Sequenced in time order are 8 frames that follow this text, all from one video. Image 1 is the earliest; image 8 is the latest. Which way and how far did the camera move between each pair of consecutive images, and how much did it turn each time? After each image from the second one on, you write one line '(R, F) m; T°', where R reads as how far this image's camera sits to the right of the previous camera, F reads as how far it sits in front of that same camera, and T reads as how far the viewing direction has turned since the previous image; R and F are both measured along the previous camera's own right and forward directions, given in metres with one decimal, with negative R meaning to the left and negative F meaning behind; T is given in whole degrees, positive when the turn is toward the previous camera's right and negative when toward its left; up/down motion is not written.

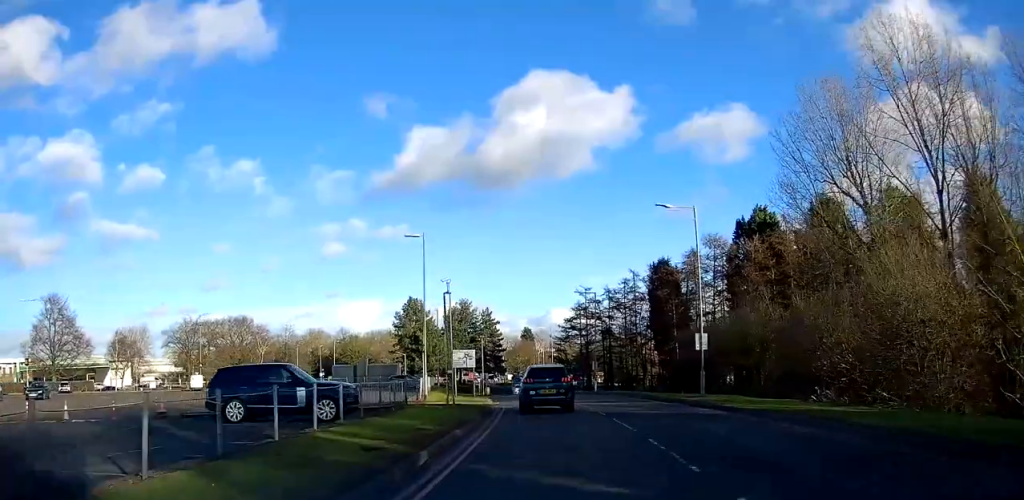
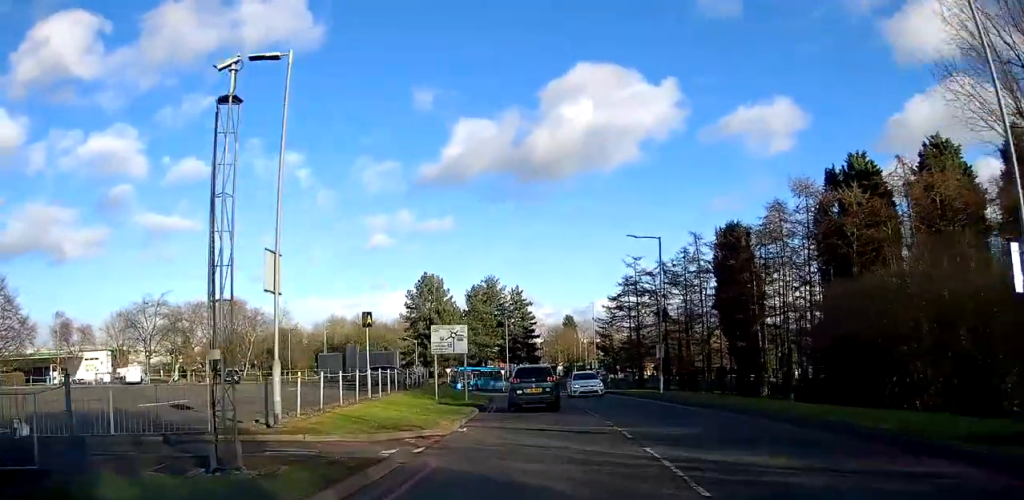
(-0.9, +20.1) m; -5°
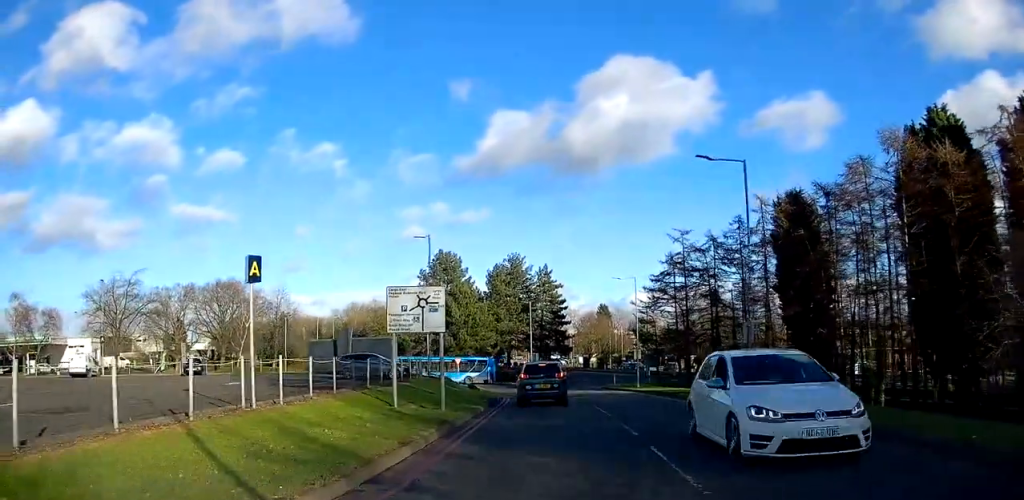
(-0.3, +12.4) m; -4°
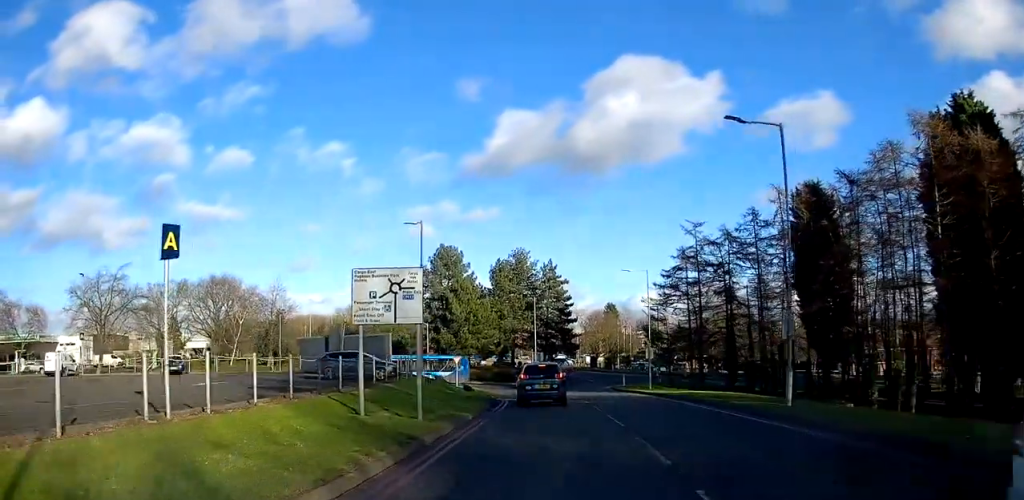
(-0.2, +3.9) m; -1°
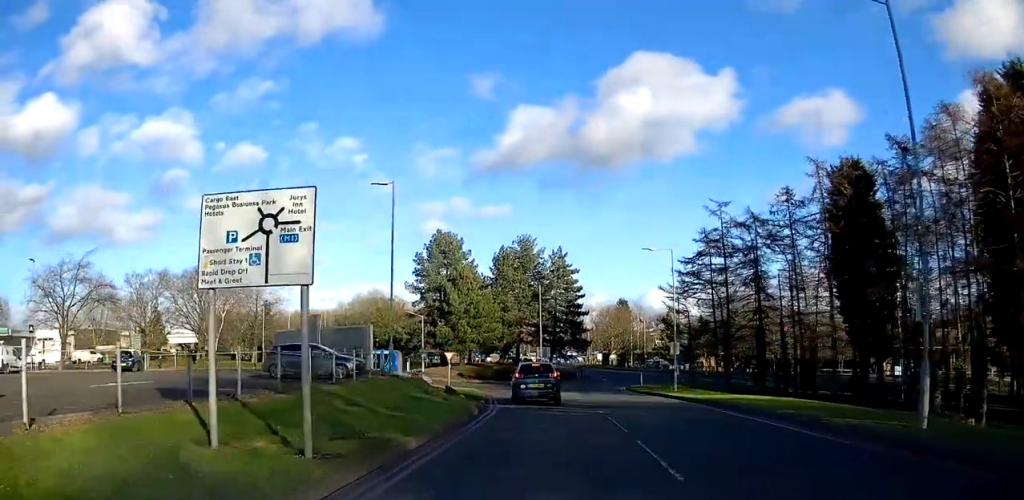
(-0.1, +7.1) m; -1°
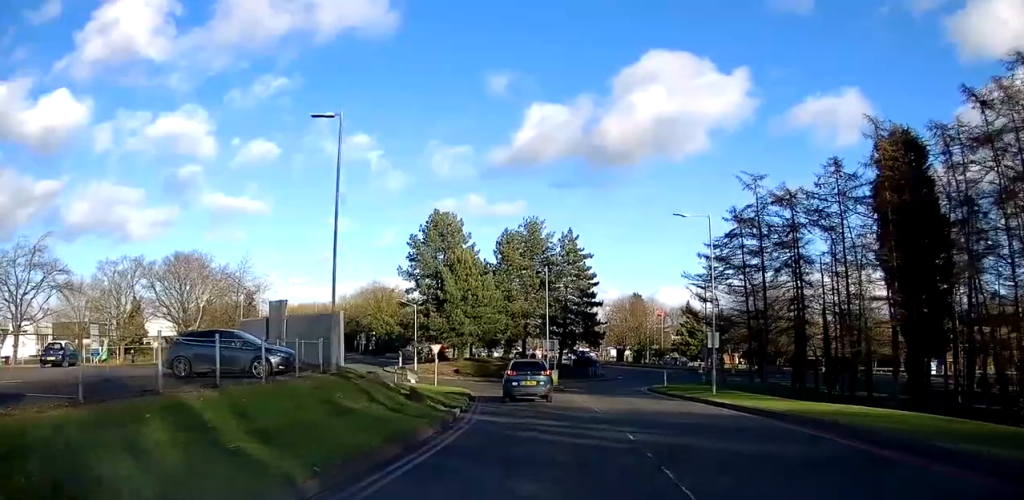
(0.0, +7.8) m; +1°
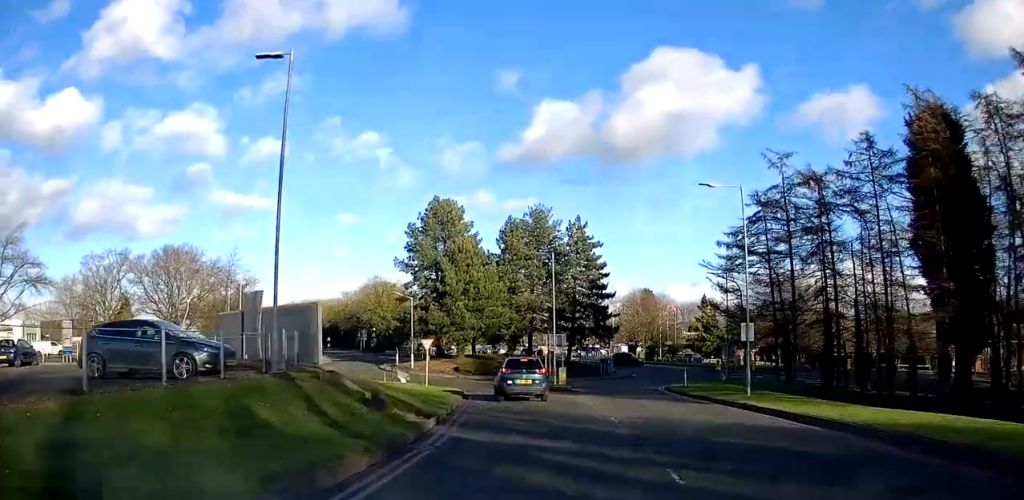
(+0.1, +4.2) m; 0°
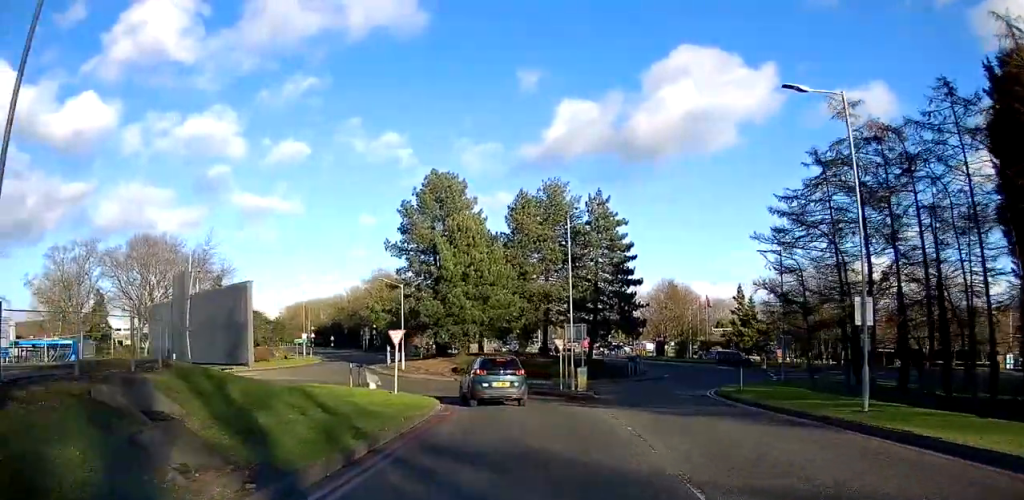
(-0.2, +9.0) m; -3°
